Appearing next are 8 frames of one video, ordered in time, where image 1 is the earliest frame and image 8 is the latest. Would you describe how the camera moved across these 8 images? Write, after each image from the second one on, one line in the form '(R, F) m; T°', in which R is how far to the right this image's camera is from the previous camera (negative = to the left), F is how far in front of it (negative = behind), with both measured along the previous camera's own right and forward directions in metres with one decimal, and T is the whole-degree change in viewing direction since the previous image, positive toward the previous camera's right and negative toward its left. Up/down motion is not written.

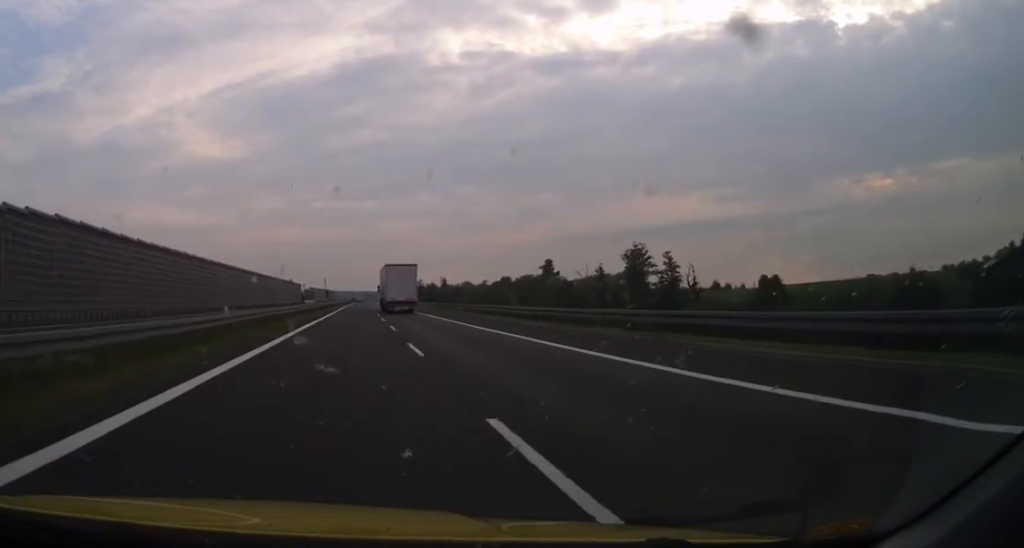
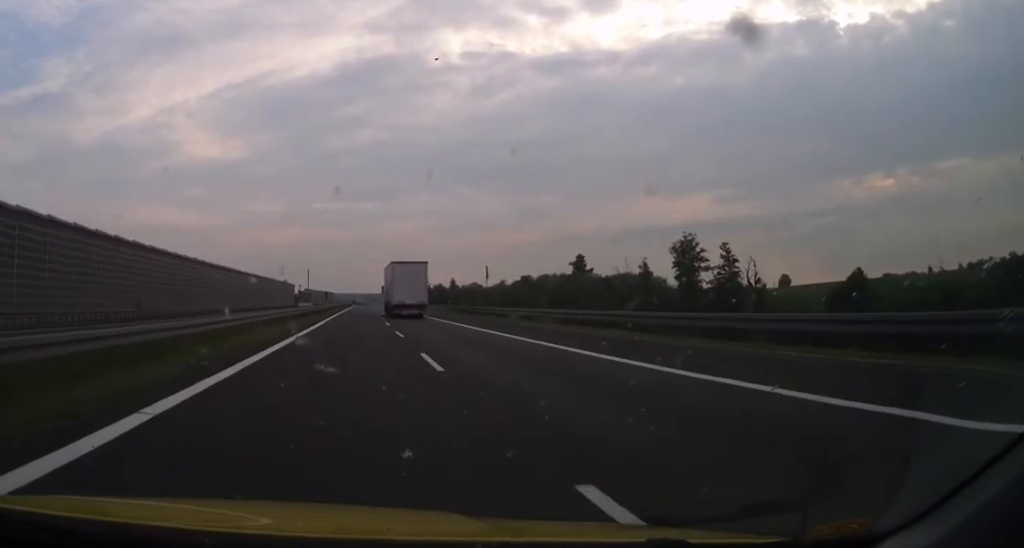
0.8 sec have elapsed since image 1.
(0.0, +26.5) m; 0°
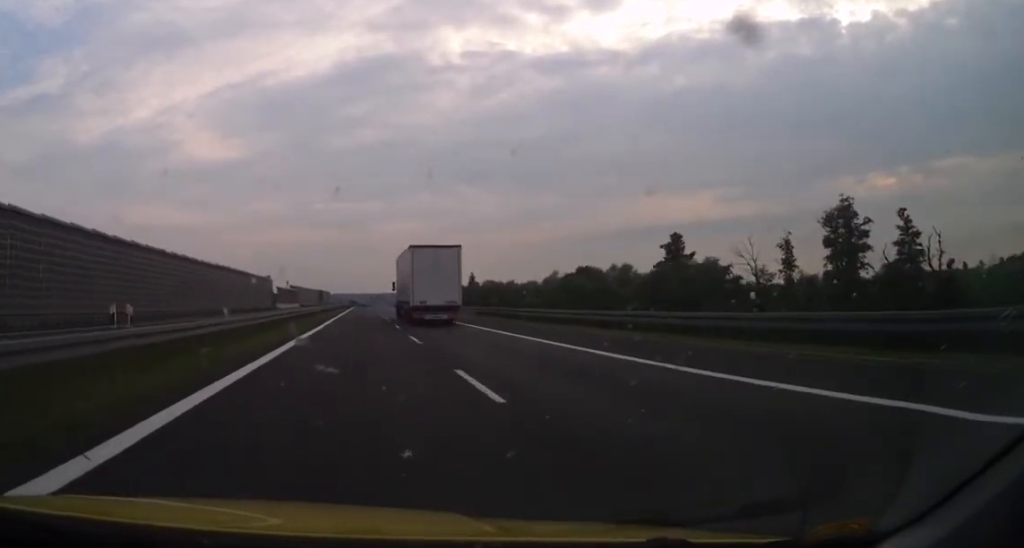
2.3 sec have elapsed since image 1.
(0.0, +51.9) m; 0°
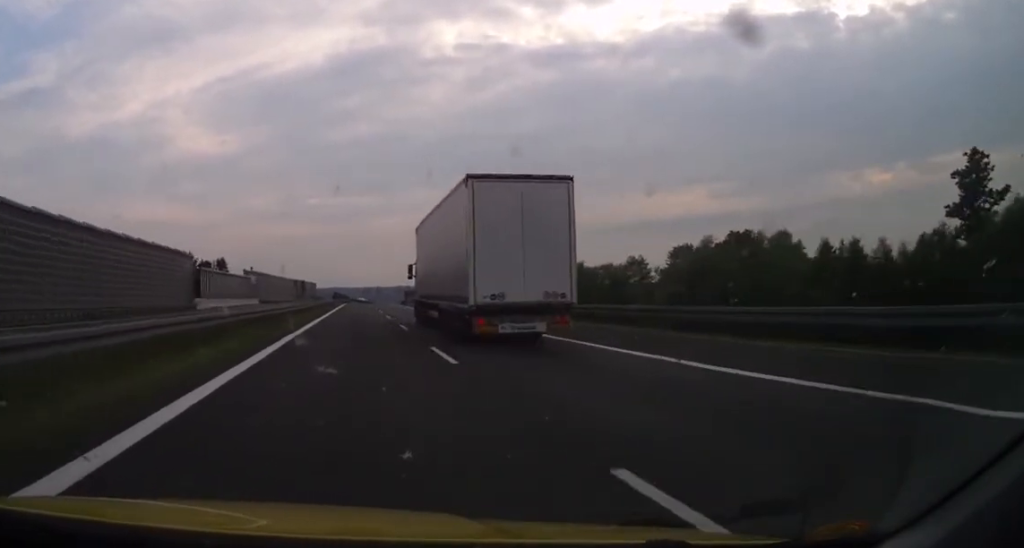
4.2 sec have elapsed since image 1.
(-0.6, +67.9) m; 0°
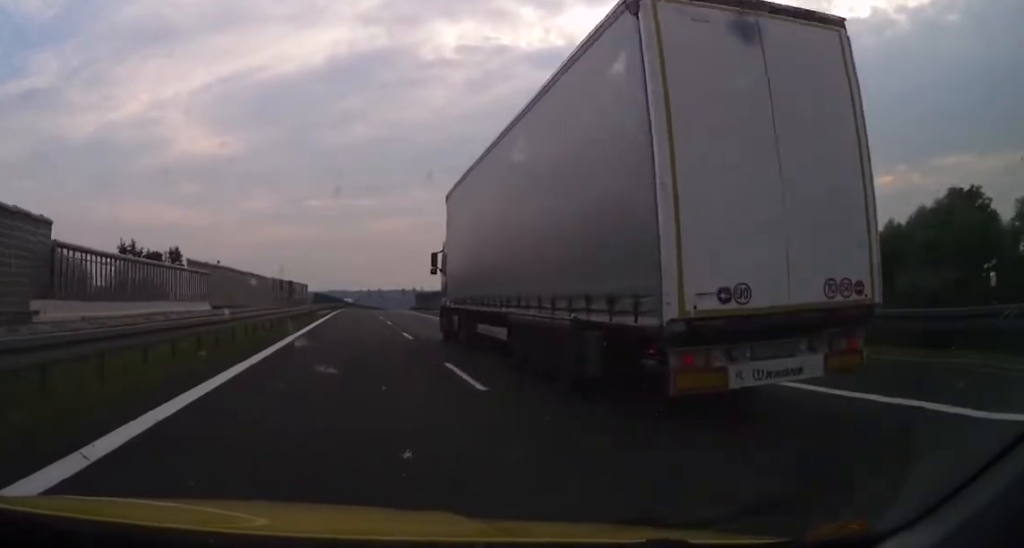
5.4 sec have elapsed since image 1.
(+0.3, +40.0) m; +1°
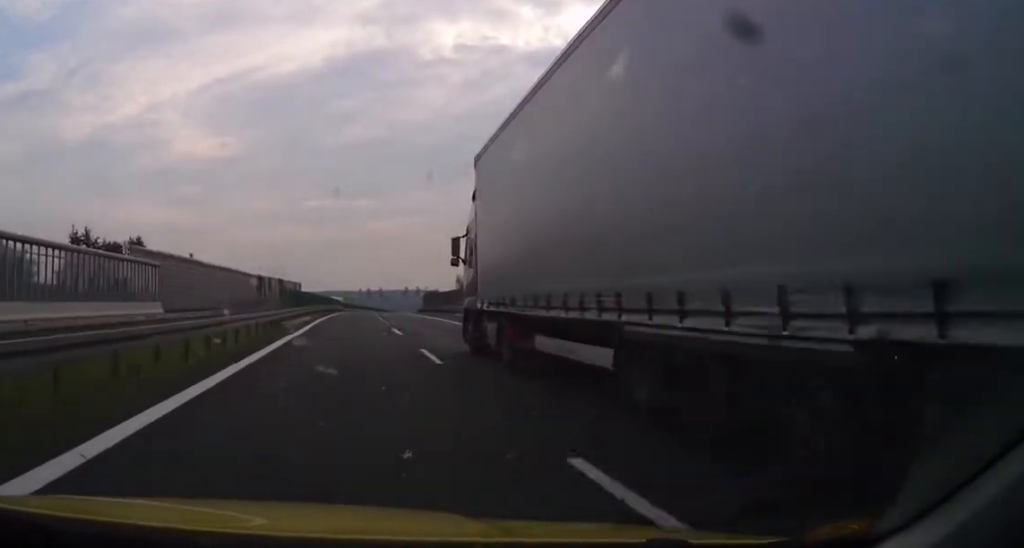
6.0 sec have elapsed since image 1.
(0.0, +20.5) m; 0°
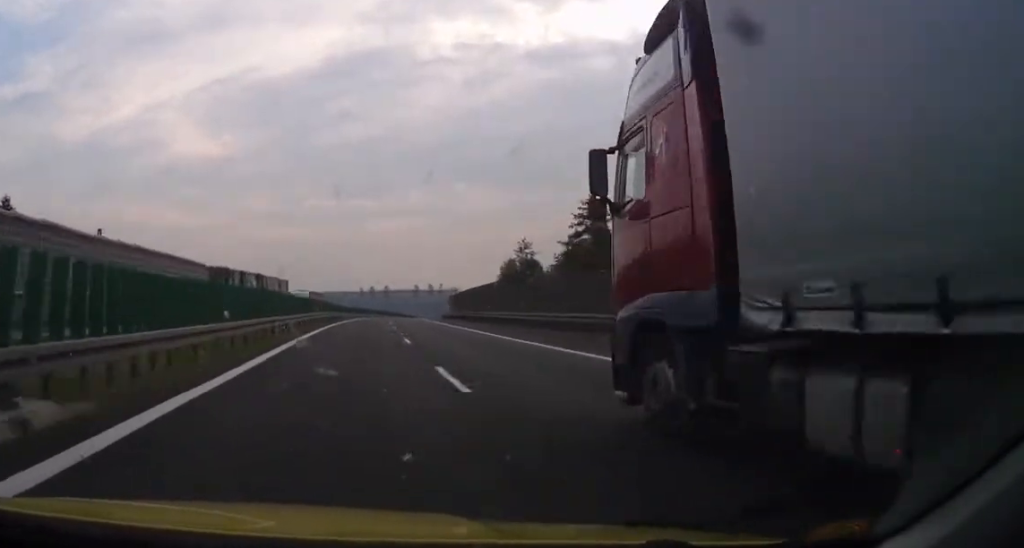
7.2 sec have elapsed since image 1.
(0.0, +40.7) m; 0°
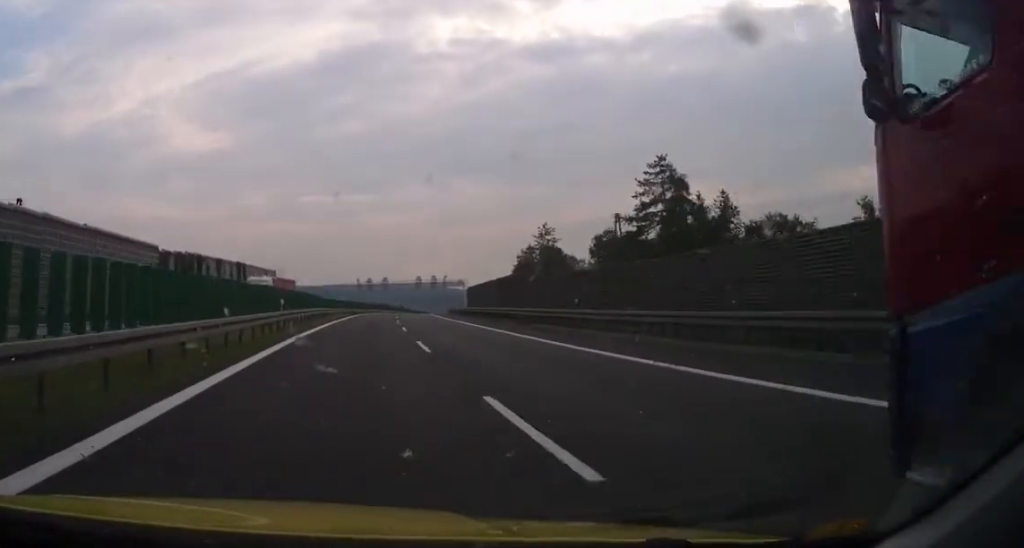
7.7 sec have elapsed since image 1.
(0.0, +18.0) m; 0°
